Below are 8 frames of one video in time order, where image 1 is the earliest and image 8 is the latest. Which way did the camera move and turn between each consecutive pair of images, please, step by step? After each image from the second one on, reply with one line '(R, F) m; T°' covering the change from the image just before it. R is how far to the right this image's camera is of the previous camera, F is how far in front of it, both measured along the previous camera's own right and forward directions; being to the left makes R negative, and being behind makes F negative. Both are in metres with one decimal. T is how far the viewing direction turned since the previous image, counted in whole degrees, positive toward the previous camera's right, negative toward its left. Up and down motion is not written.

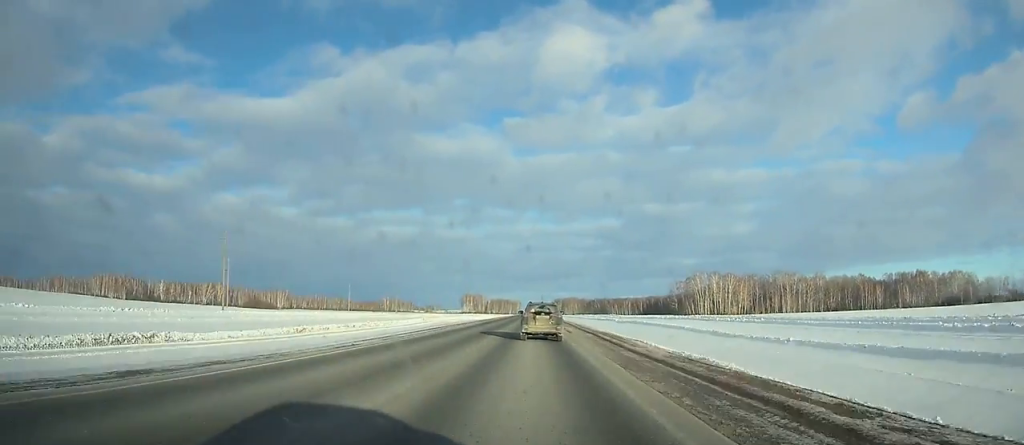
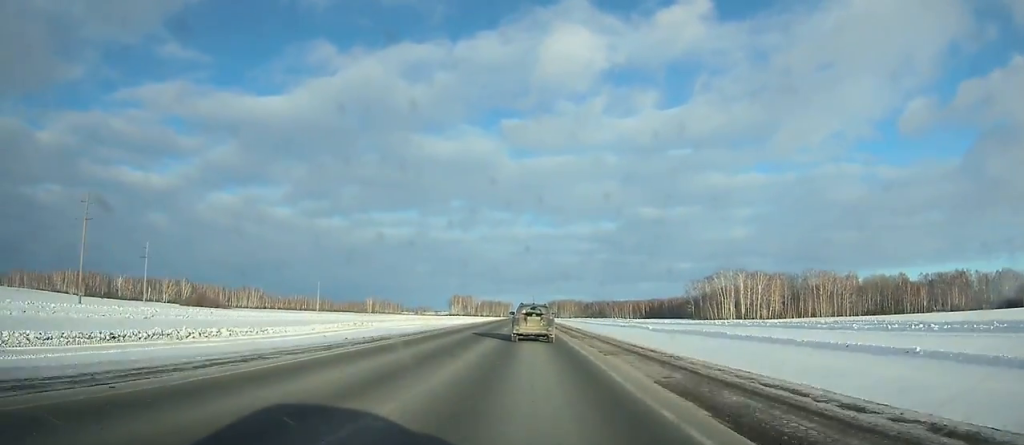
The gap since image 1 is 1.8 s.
(-0.1, +51.2) m; 0°
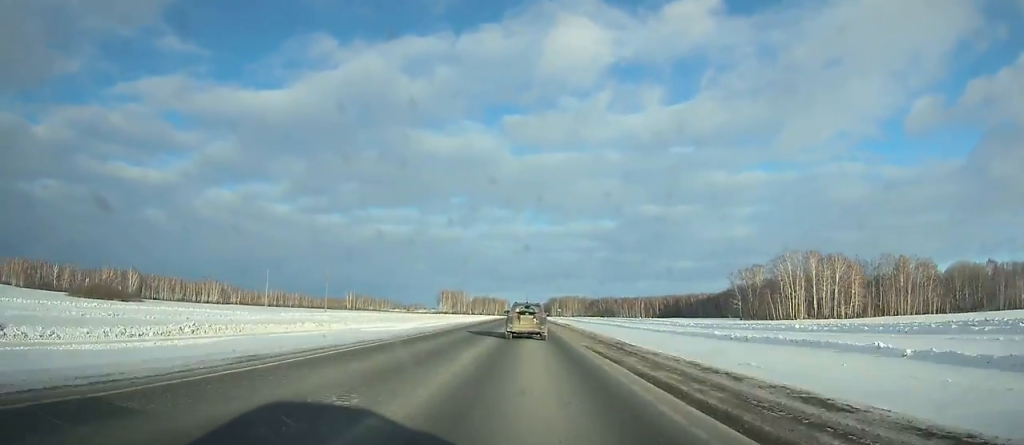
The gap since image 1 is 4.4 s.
(+0.1, +72.8) m; 0°
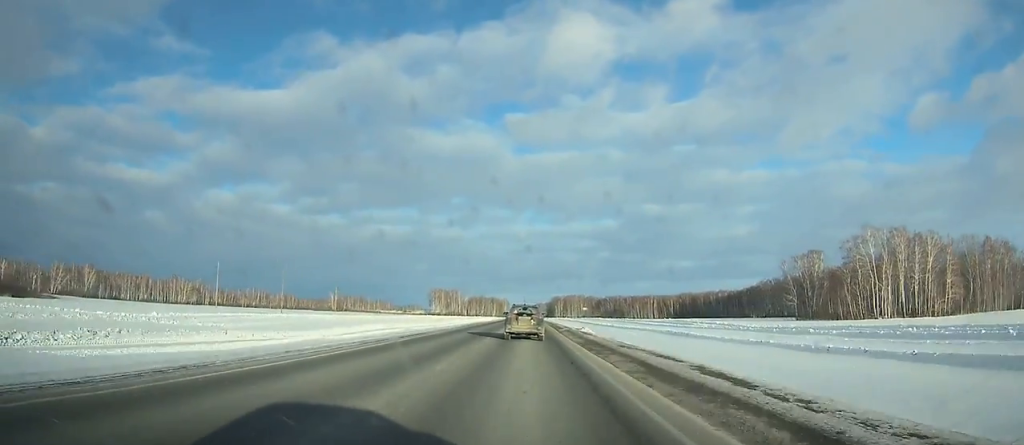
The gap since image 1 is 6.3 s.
(-0.1, +52.5) m; 0°
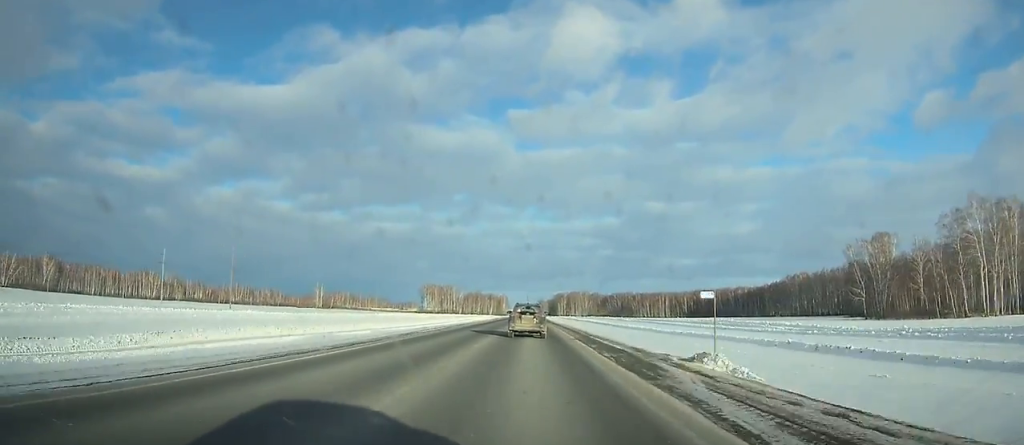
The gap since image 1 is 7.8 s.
(-0.1, +41.2) m; 0°
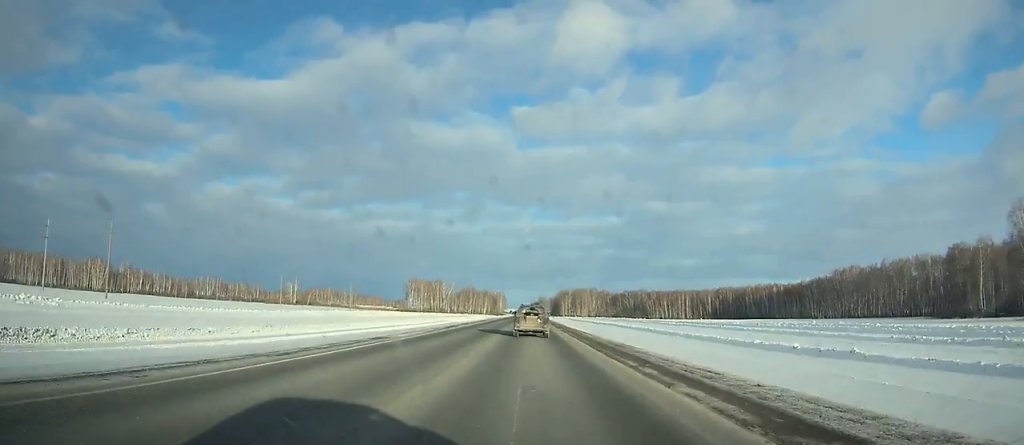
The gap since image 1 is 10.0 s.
(+0.1, +60.0) m; 0°
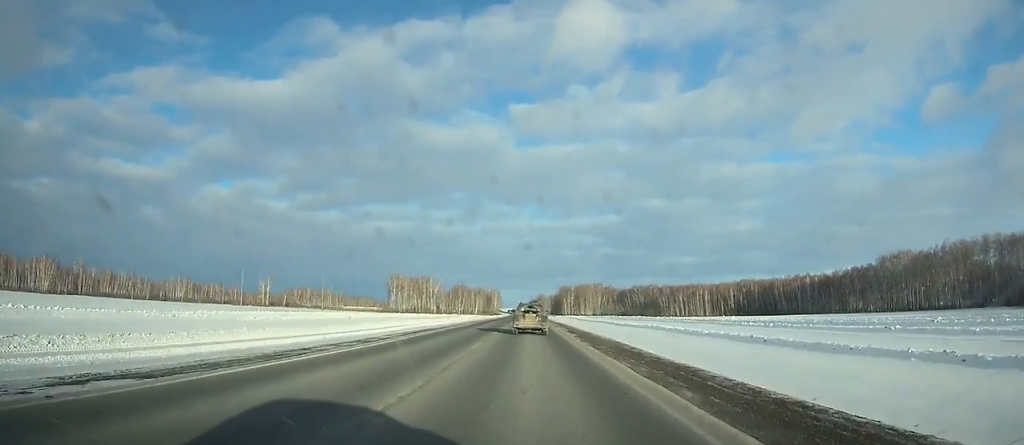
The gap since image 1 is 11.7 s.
(0.0, +45.4) m; 0°
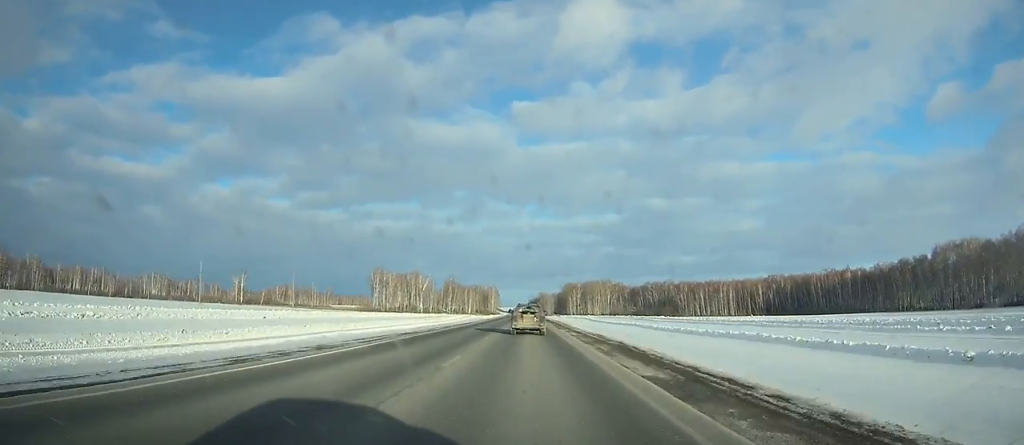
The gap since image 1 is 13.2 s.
(0.0, +39.8) m; 0°
